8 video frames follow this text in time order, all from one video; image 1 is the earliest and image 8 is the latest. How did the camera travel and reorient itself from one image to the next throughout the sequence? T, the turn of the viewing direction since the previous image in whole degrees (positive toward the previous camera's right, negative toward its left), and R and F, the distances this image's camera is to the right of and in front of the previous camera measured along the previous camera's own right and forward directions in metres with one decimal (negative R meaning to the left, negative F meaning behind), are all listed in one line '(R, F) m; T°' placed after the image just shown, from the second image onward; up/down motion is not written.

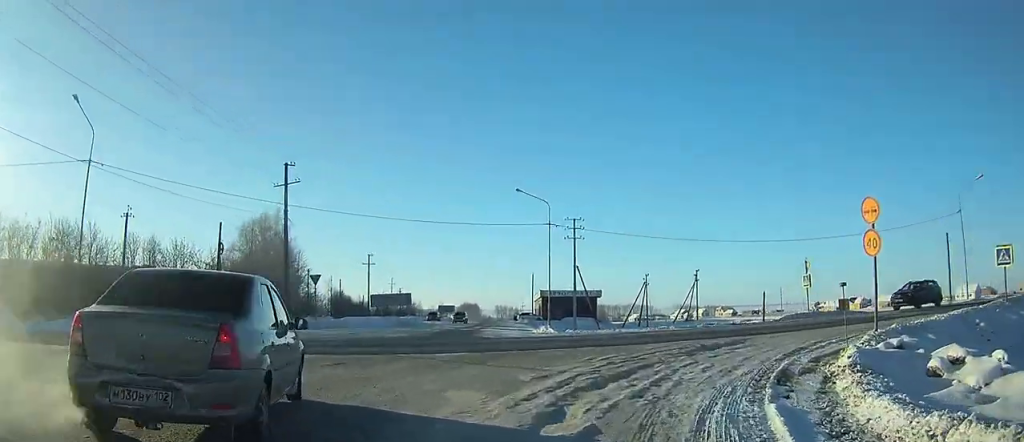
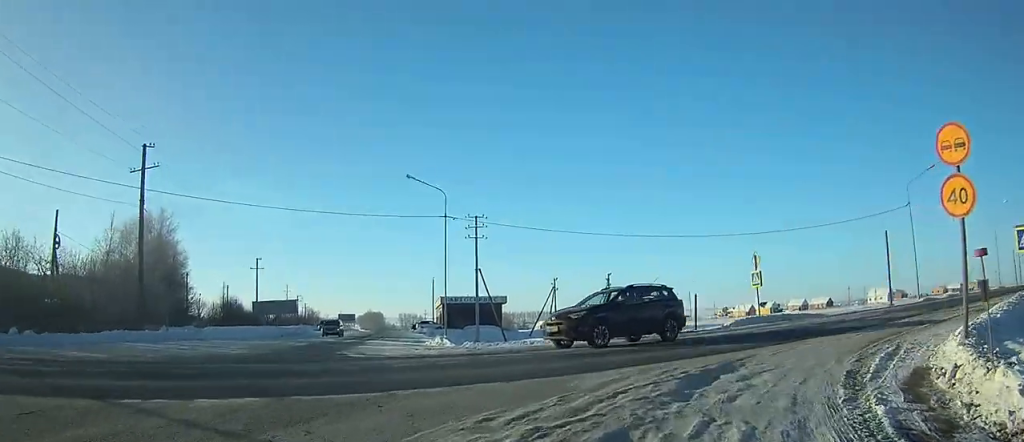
(+0.2, +5.8) m; +8°
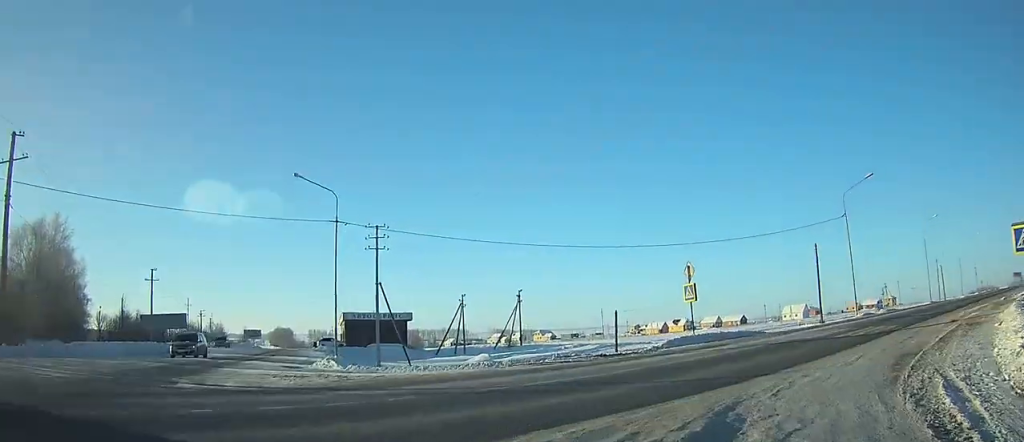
(0.0, +5.4) m; +9°
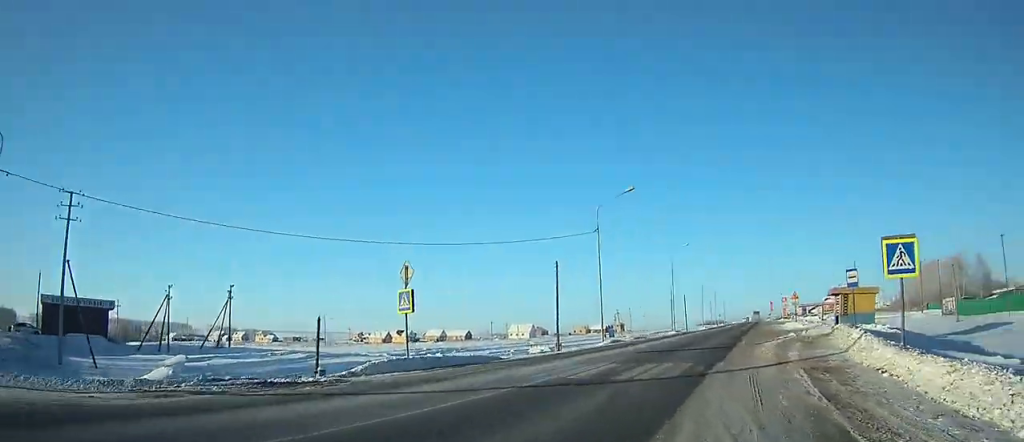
(+1.3, +10.6) m; +24°
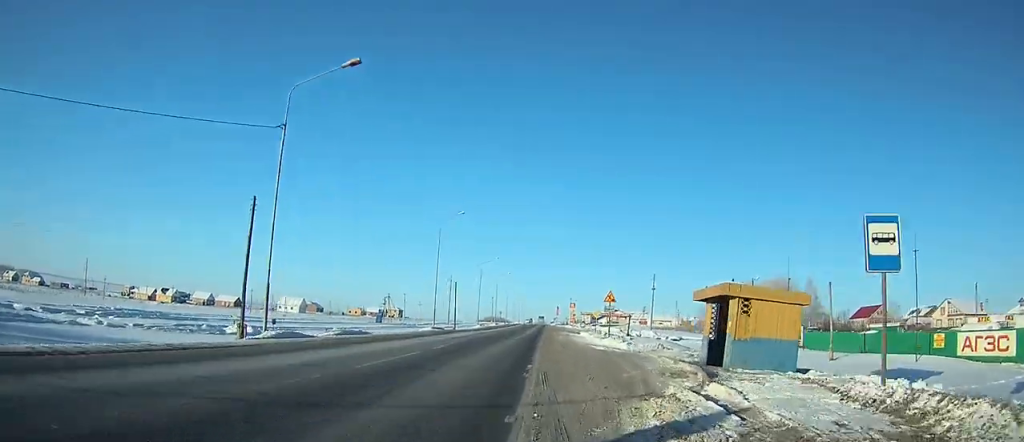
(+5.7, +22.8) m; +16°
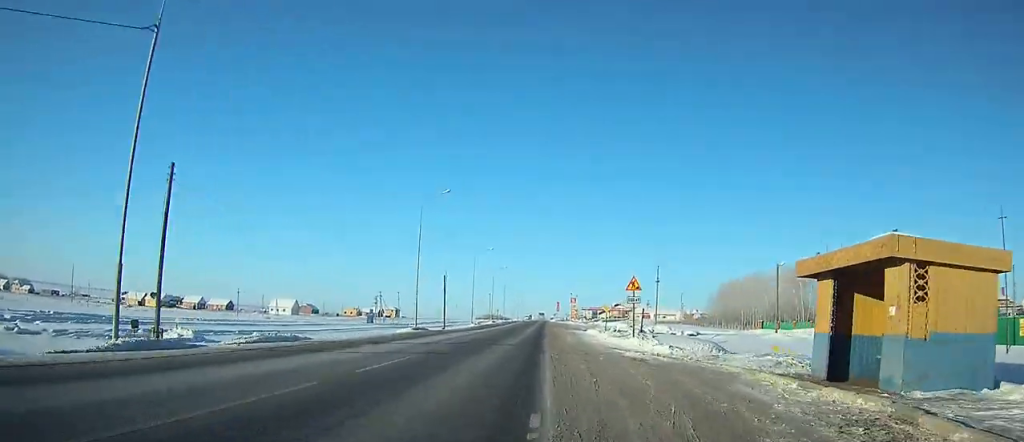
(0.0, +9.0) m; +1°
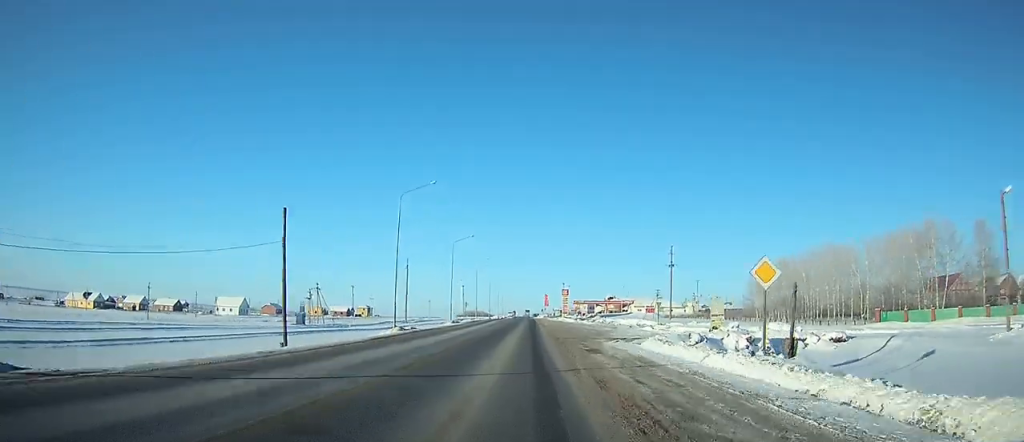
(+0.7, +41.9) m; 0°
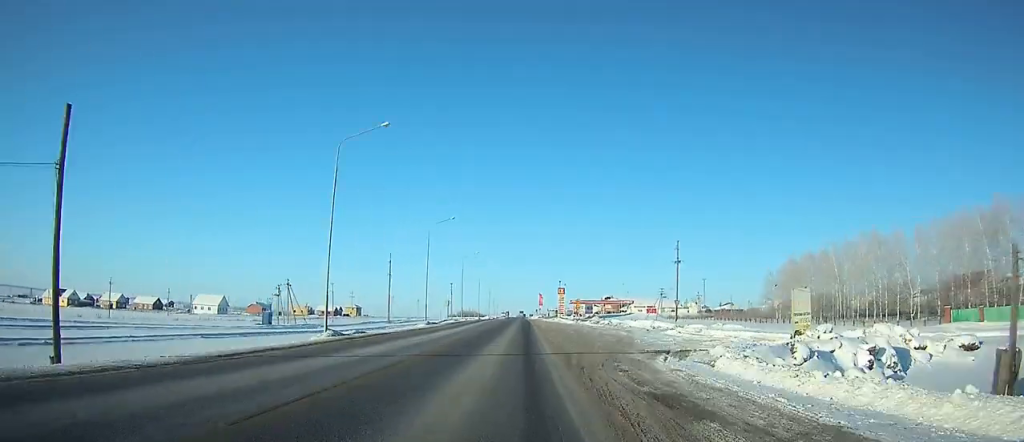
(0.0, +12.8) m; 0°
